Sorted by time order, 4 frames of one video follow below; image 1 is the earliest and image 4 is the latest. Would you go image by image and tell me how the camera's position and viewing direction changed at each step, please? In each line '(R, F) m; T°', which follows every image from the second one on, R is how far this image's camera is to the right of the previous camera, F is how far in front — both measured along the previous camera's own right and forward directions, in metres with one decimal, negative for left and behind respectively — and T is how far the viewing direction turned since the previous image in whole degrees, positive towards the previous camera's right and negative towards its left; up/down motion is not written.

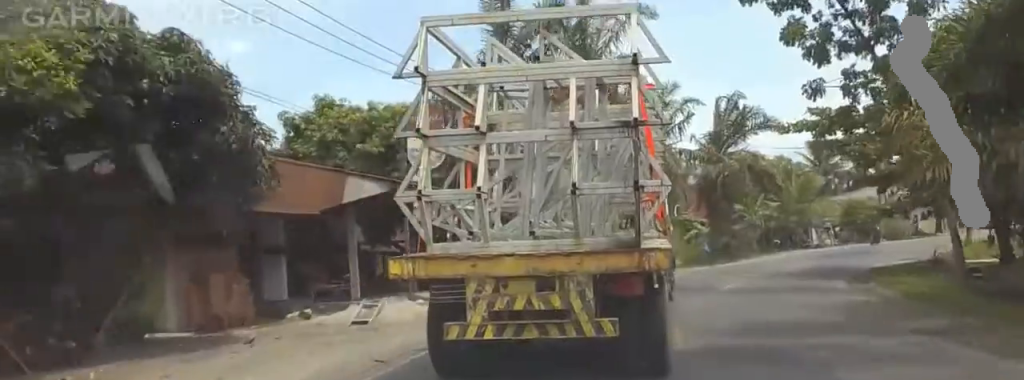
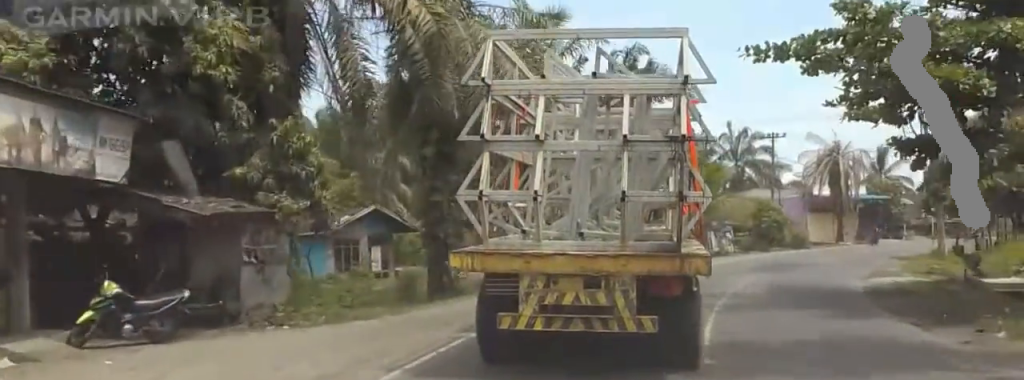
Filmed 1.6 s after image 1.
(-0.2, +18.0) m; -1°
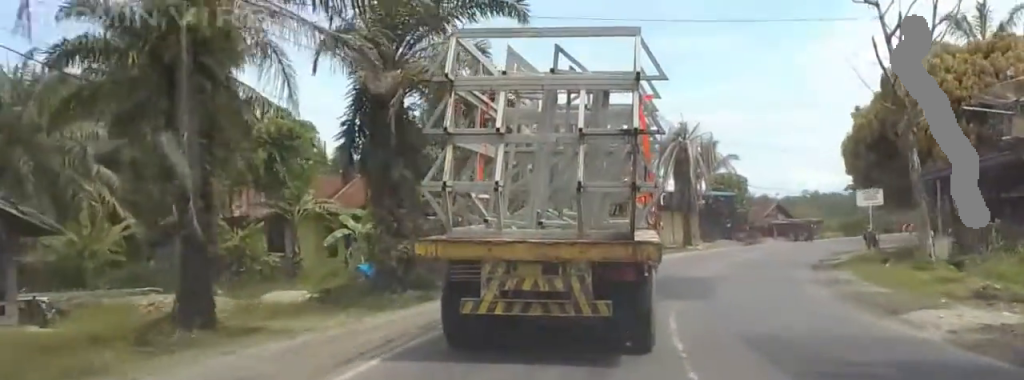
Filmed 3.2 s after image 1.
(-1.8, +18.2) m; -11°
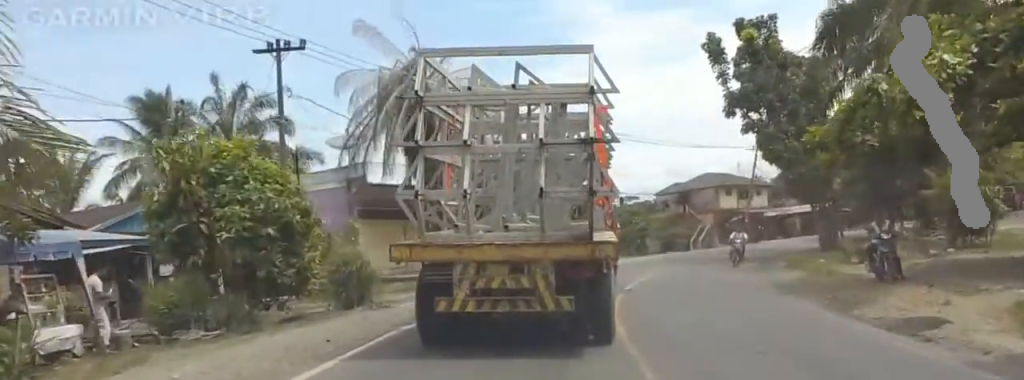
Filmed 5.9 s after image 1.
(-1.8, +31.7) m; -6°
